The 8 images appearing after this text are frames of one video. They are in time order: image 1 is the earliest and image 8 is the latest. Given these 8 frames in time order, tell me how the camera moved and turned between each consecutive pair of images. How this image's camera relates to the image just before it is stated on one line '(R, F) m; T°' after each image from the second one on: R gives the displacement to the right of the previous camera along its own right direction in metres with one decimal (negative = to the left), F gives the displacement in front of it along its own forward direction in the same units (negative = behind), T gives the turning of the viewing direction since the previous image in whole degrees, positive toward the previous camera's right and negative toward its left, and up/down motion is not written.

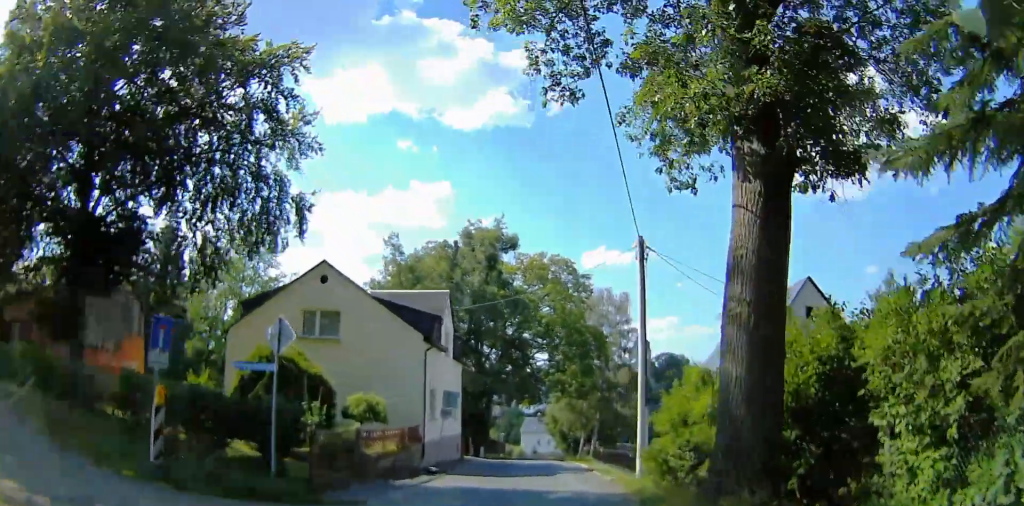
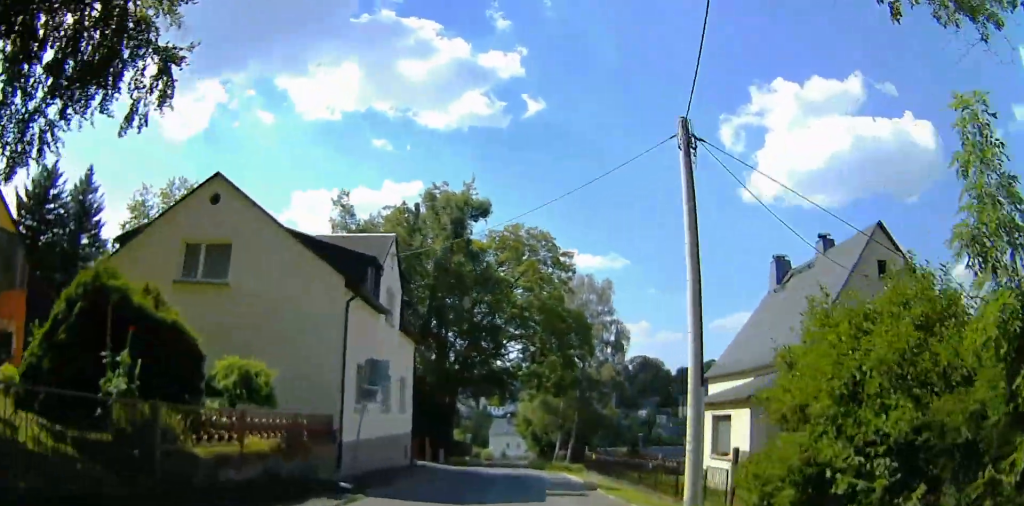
(+0.5, +8.1) m; 0°
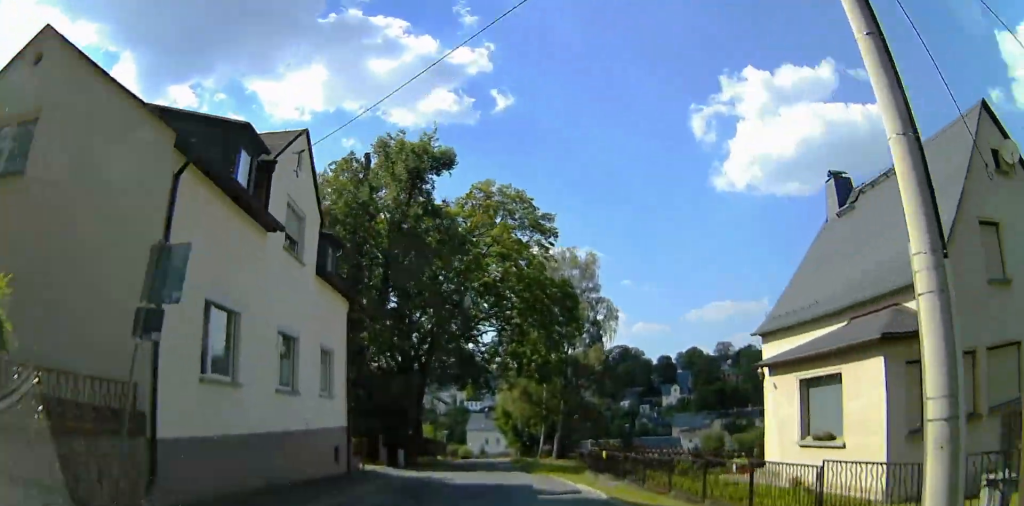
(0.0, +7.5) m; -2°
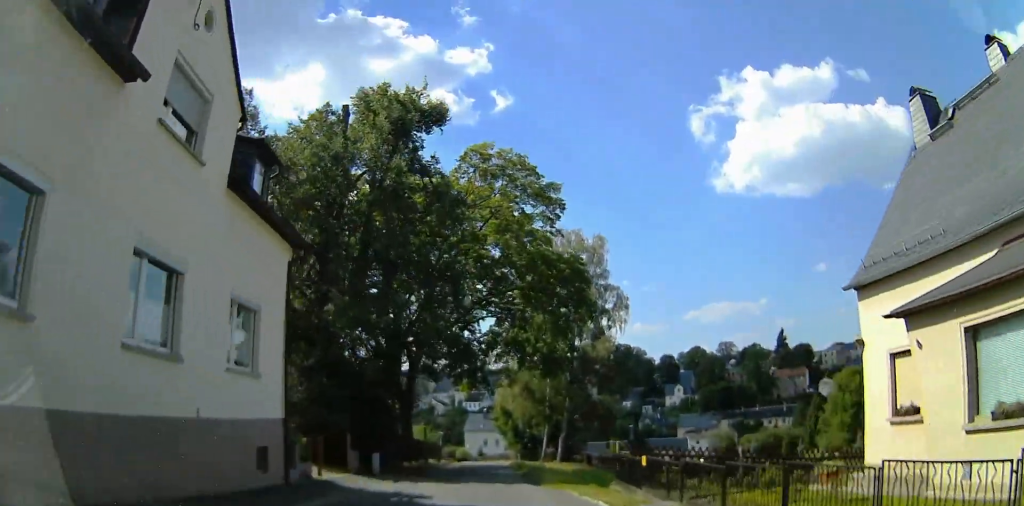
(-0.3, +5.5) m; -3°
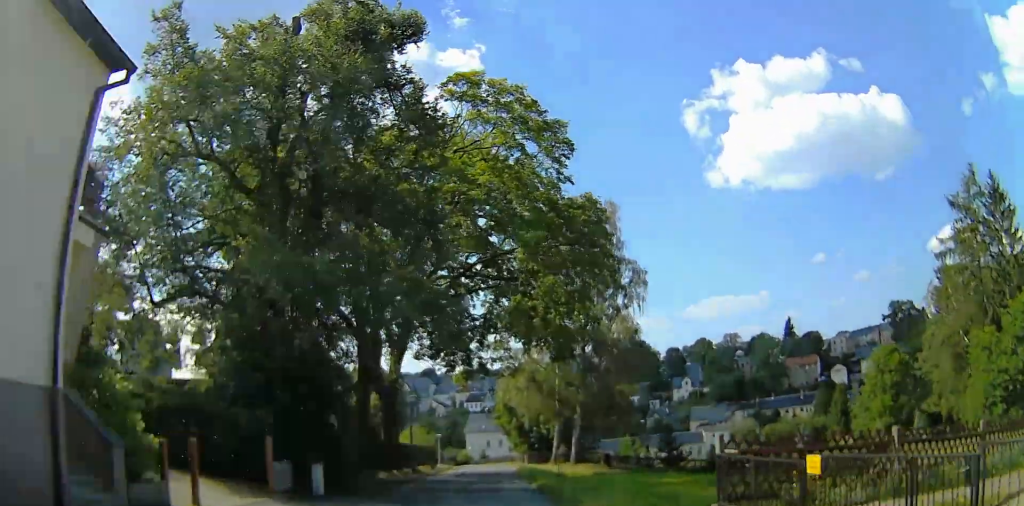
(0.0, +7.5) m; +3°
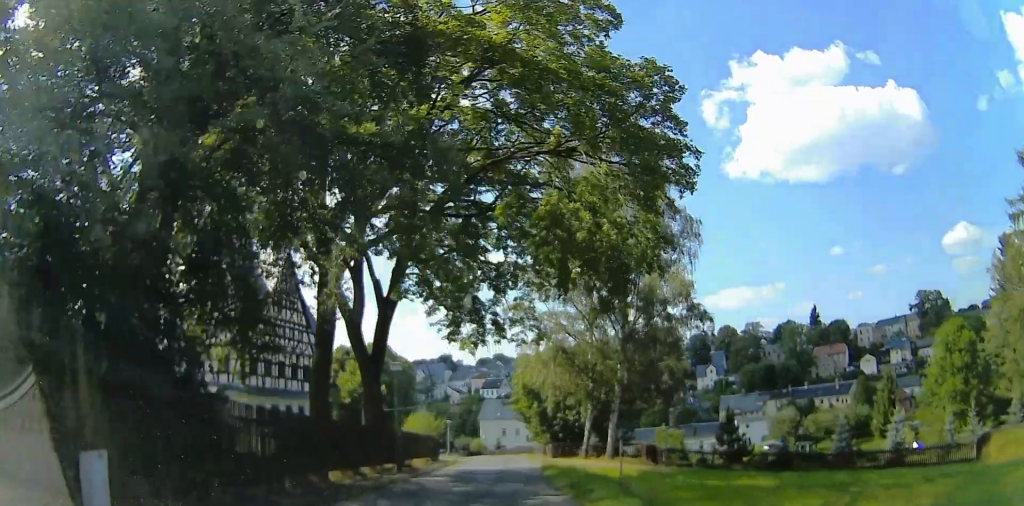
(+0.6, +10.1) m; +5°
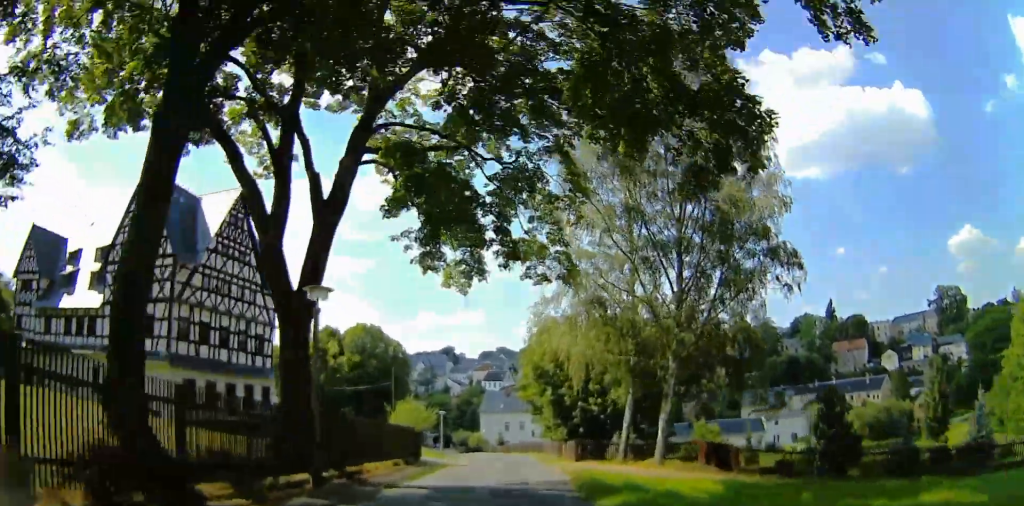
(+0.4, +13.3) m; -1°
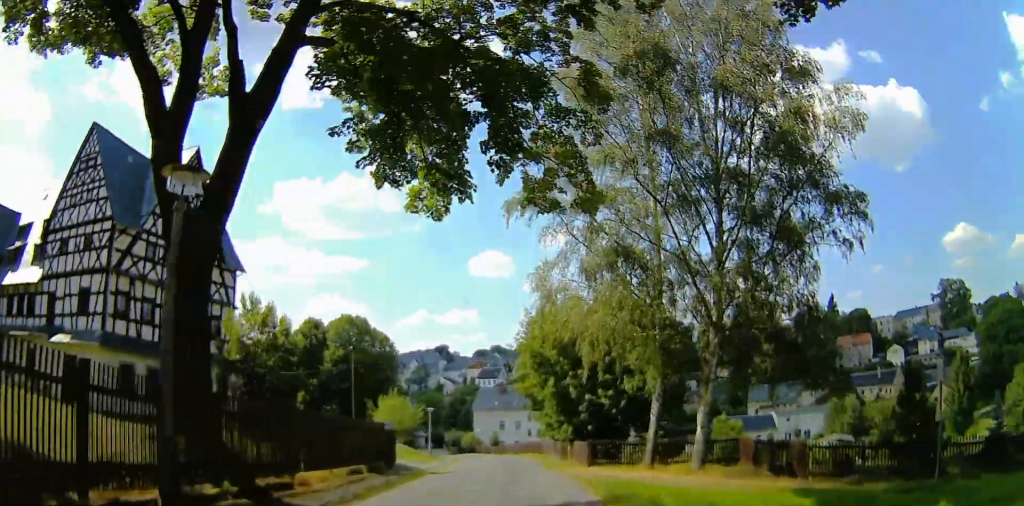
(-0.3, +6.5) m; -5°
